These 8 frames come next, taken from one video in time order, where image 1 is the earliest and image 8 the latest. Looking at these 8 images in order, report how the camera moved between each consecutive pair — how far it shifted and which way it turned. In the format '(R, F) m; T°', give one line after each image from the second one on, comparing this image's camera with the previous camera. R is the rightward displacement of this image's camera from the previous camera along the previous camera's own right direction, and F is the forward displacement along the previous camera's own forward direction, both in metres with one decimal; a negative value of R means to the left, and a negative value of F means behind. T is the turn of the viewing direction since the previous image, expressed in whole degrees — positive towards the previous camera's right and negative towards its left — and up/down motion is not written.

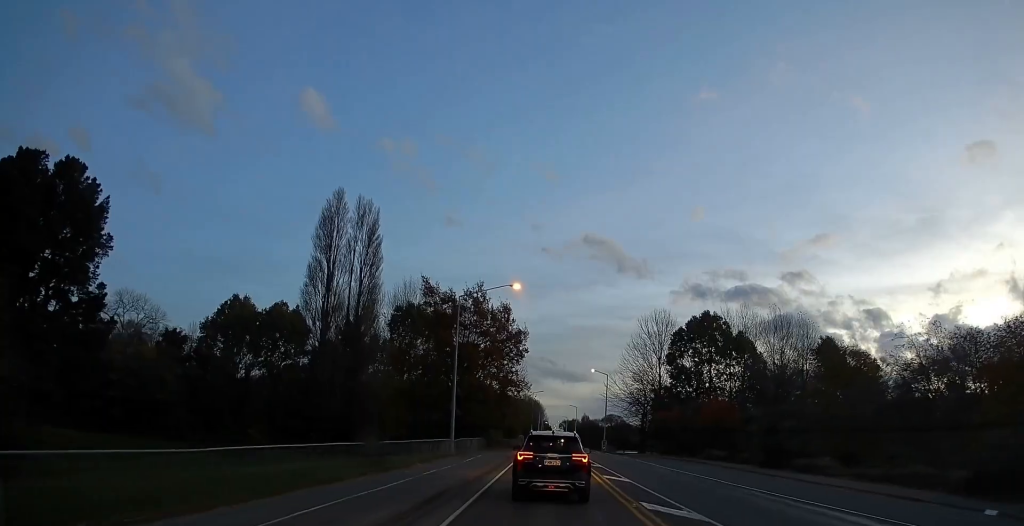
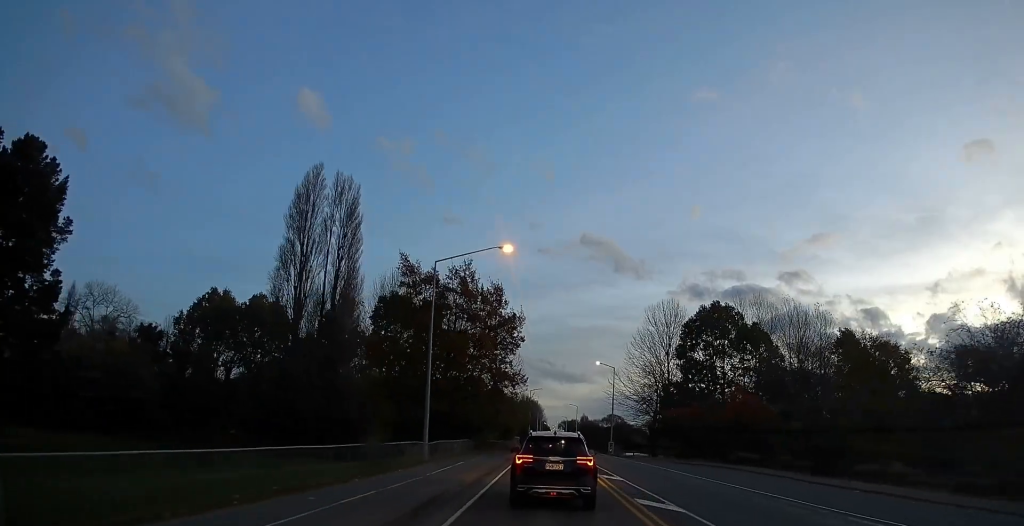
(+0.3, +9.1) m; +1°
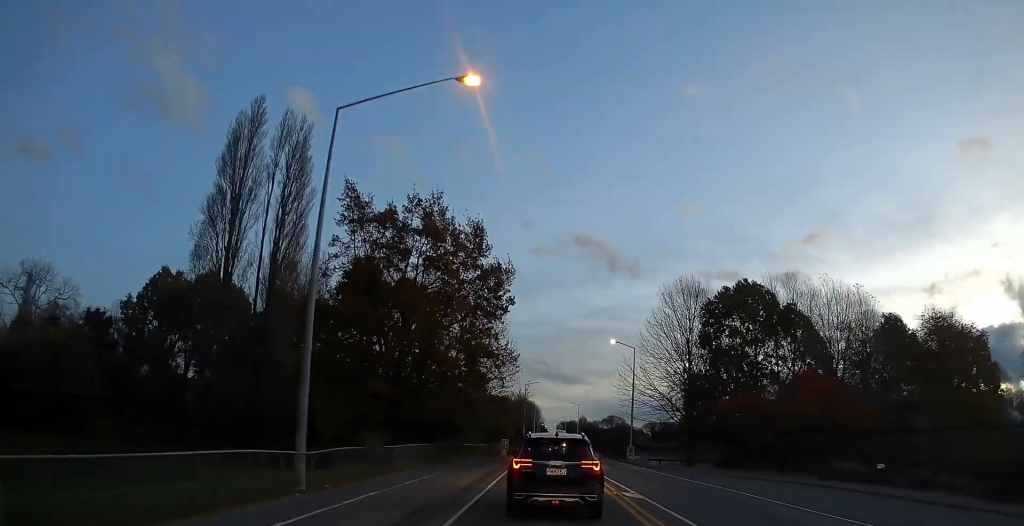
(-0.2, +18.2) m; -2°
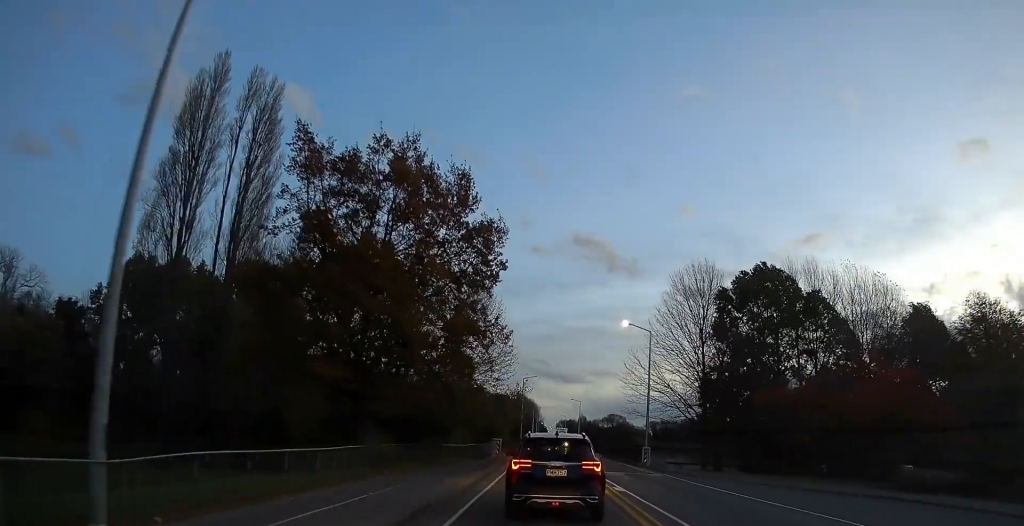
(0.0, +8.2) m; -2°
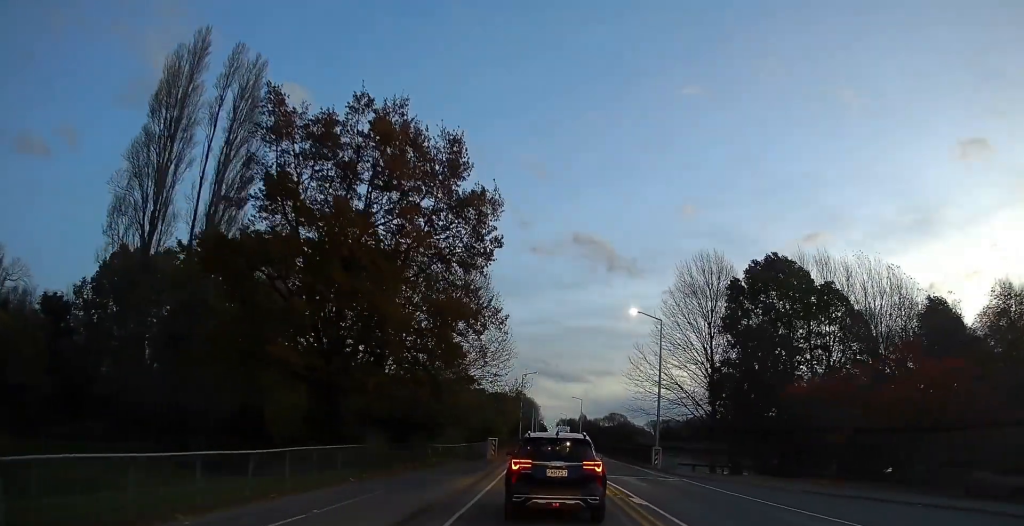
(0.0, +4.4) m; 0°
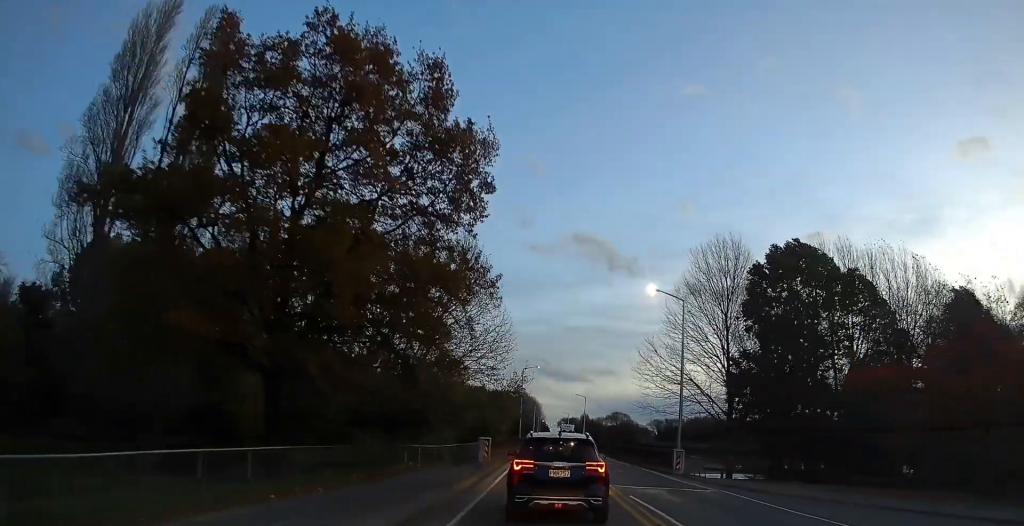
(-0.2, +5.9) m; +1°
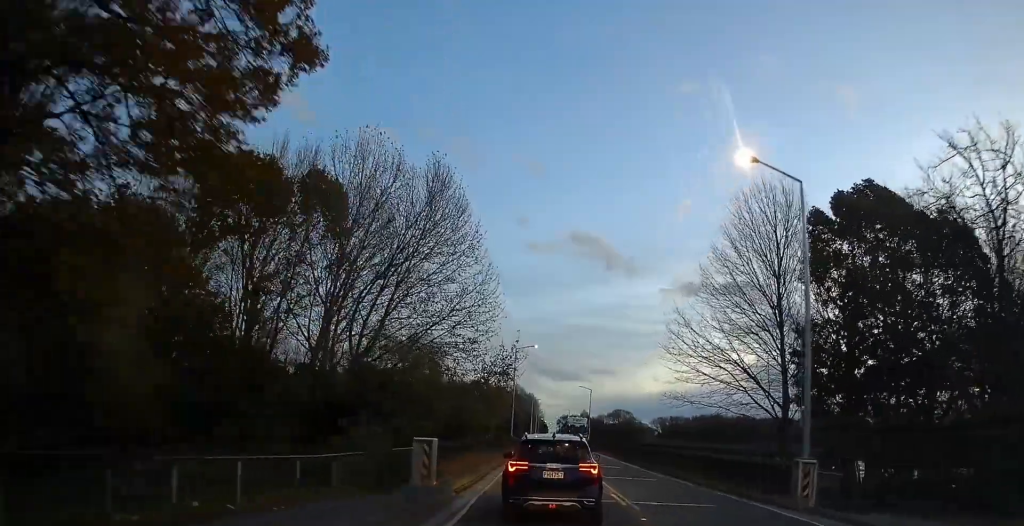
(+0.6, +16.9) m; +2°
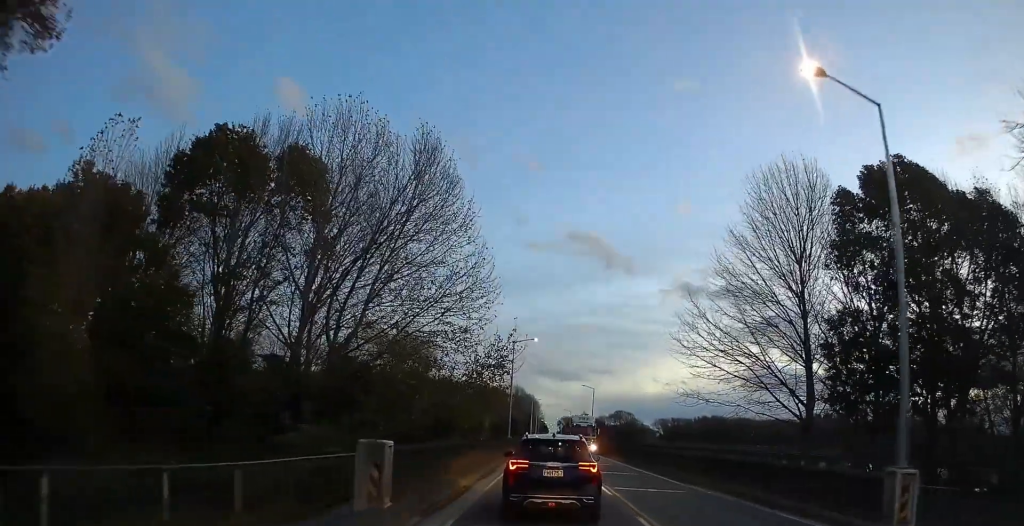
(-0.1, +5.1) m; -1°
